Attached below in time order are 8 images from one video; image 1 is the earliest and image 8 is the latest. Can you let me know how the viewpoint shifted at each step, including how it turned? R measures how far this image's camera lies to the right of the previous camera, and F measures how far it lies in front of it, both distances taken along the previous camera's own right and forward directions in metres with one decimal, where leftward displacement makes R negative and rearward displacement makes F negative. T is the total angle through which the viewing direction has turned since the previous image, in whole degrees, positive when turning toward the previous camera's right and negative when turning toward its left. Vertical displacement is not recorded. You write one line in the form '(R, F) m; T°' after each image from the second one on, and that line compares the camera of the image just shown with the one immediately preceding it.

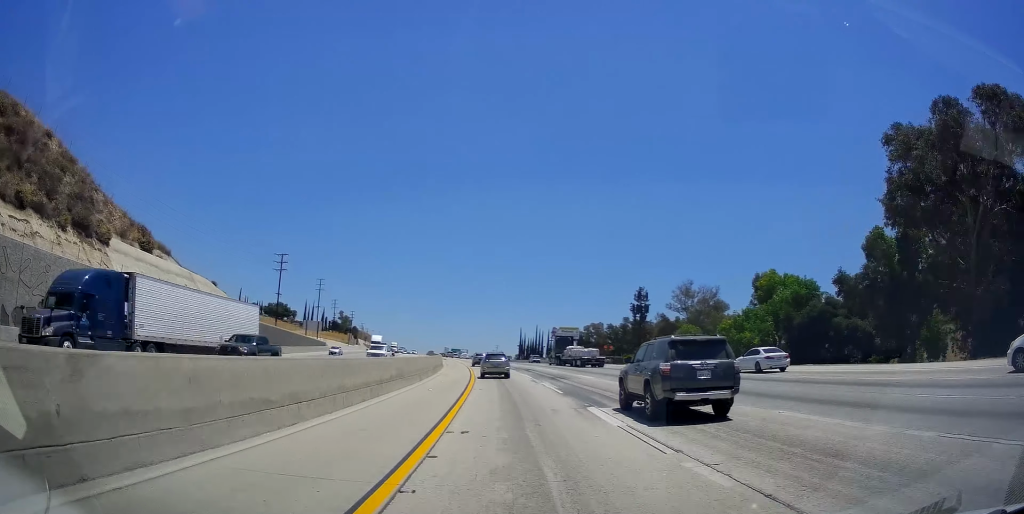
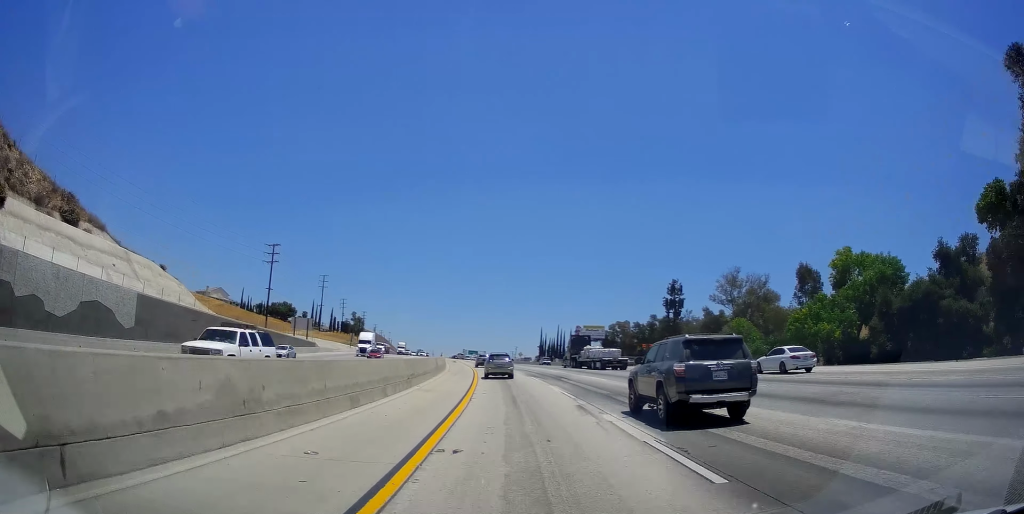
(+0.1, +16.7) m; -1°
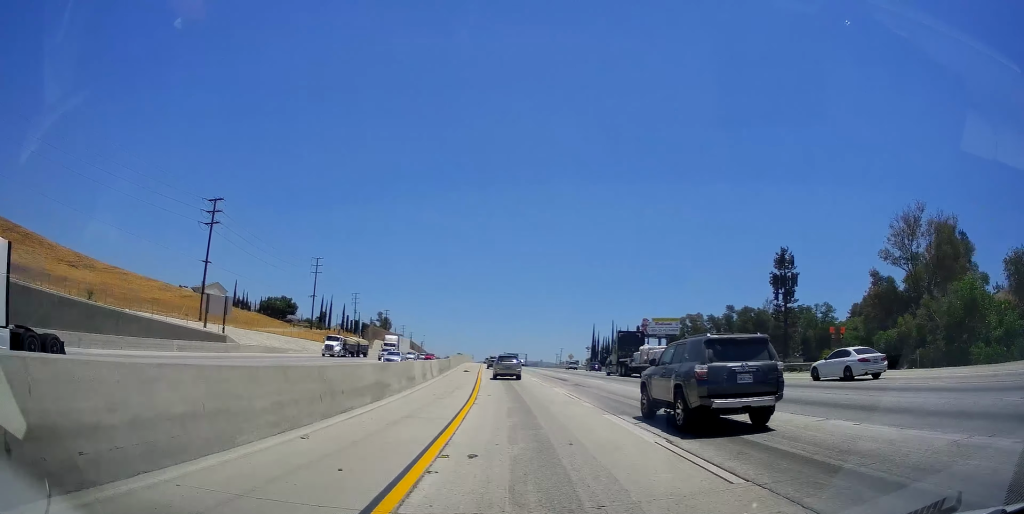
(-1.9, +42.6) m; -4°
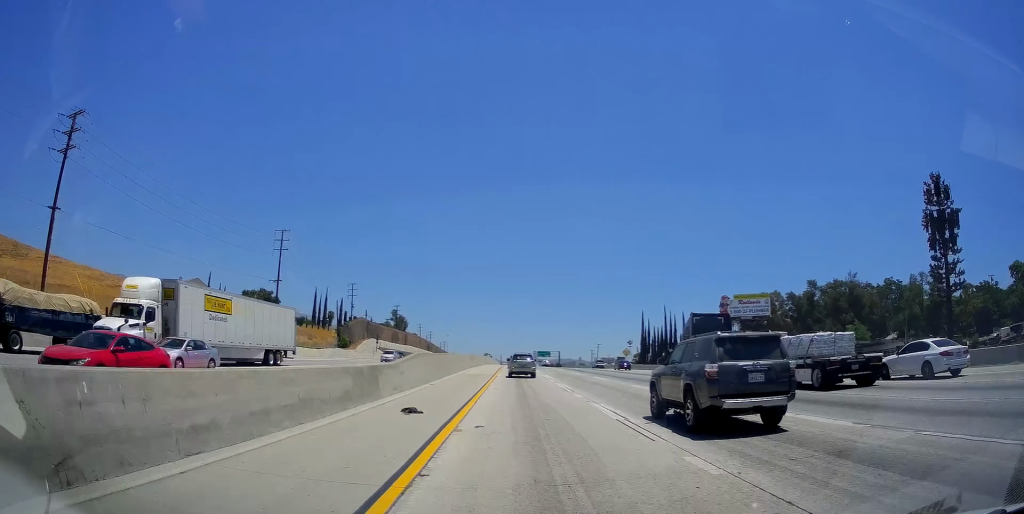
(-1.2, +38.5) m; -3°
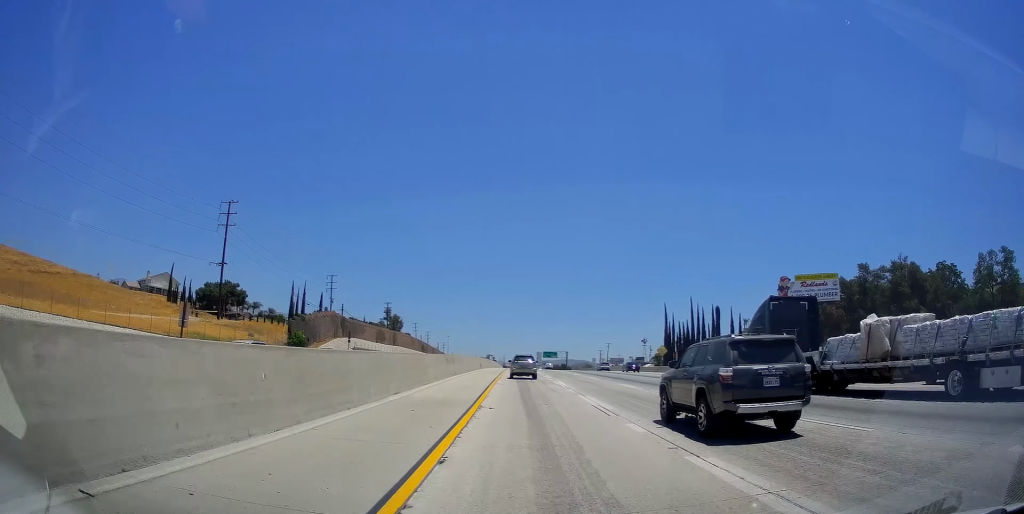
(-0.4, +23.7) m; -2°
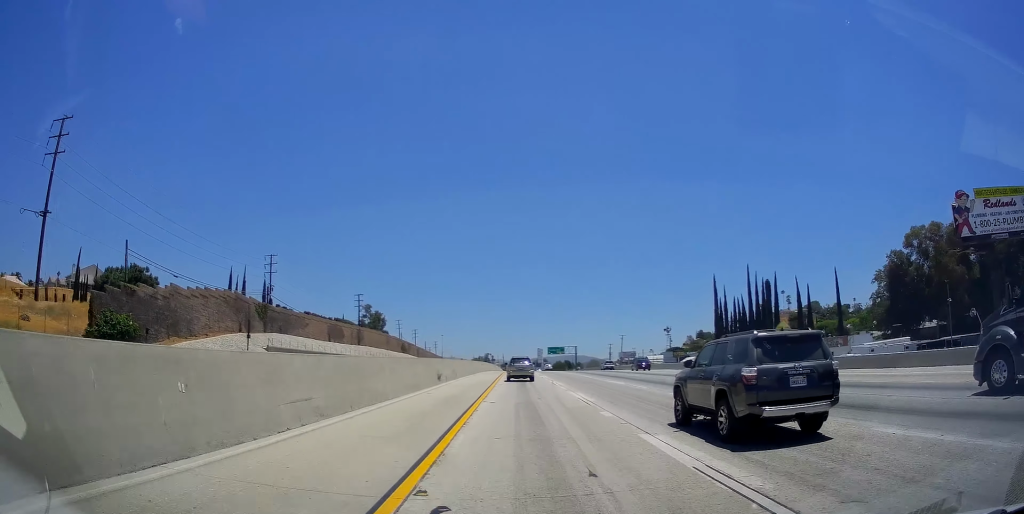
(-0.5, +41.8) m; 0°
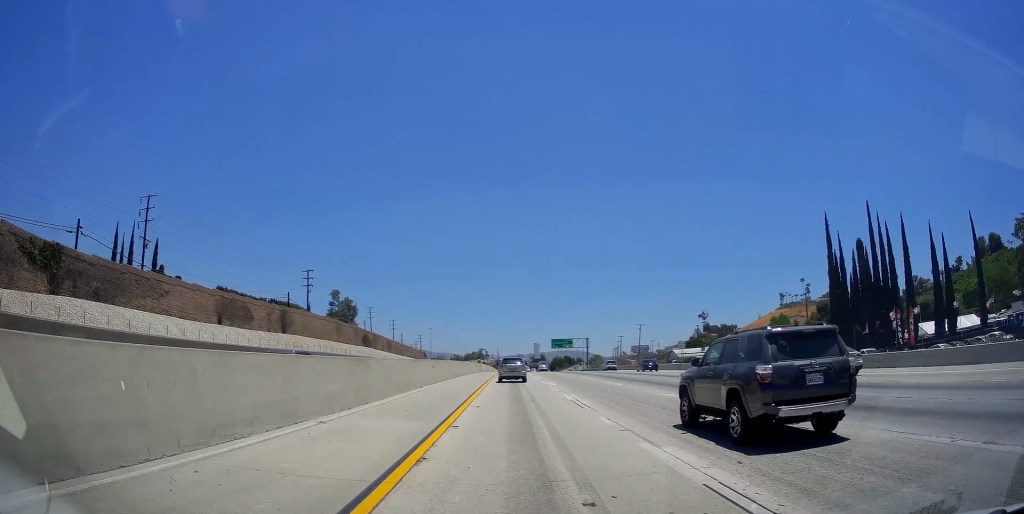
(+0.4, +44.1) m; 0°
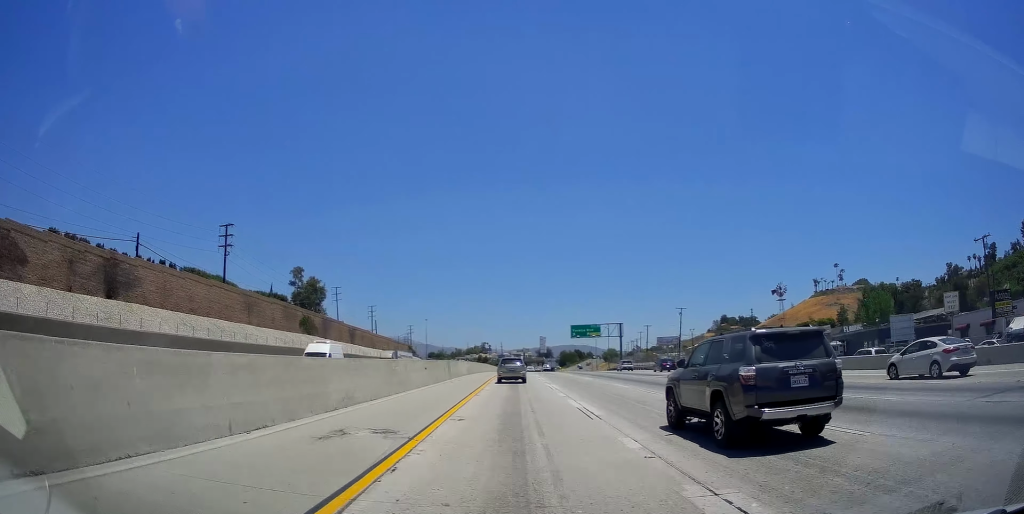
(+0.1, +45.1) m; +1°
